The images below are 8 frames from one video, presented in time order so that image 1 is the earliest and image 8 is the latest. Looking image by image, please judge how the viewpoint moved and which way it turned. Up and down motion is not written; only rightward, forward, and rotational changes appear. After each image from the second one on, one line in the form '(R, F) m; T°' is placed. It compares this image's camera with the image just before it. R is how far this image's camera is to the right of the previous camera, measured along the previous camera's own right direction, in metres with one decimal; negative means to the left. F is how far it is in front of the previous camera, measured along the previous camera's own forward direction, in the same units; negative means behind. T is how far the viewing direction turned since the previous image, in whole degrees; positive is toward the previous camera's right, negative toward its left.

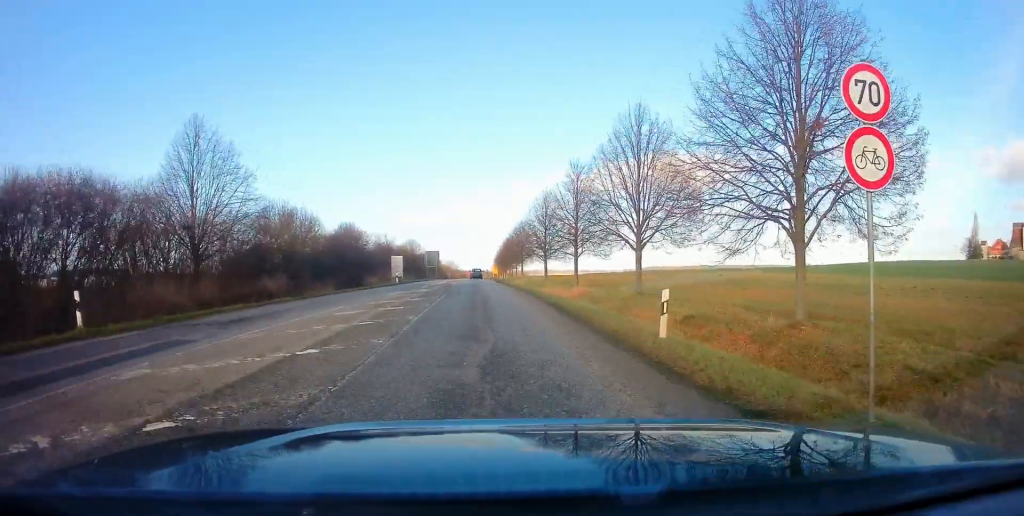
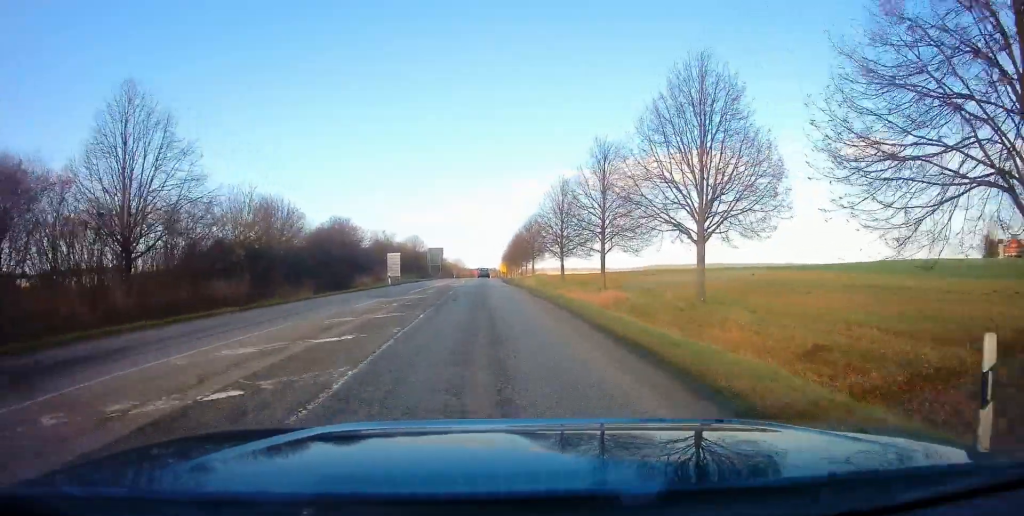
(-0.2, +7.2) m; -1°
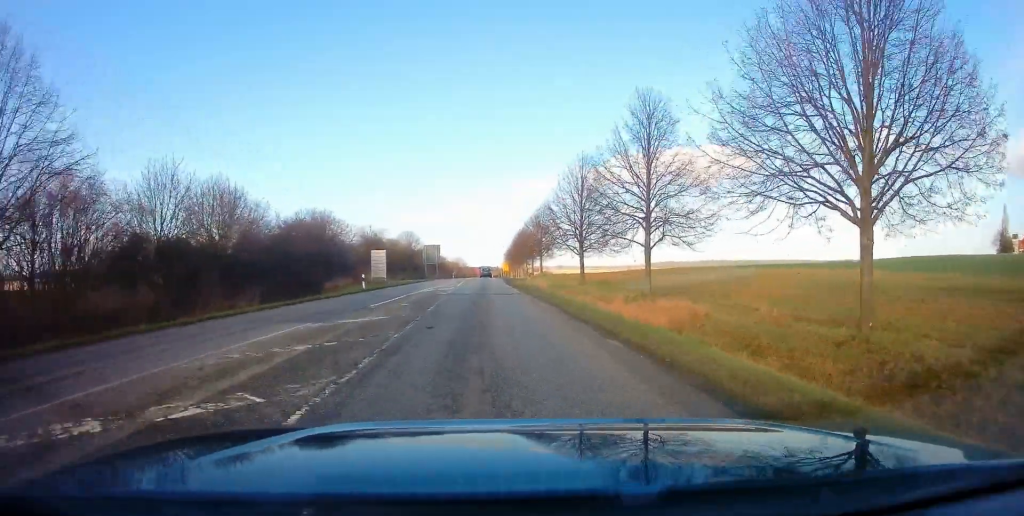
(-0.1, +9.4) m; 0°
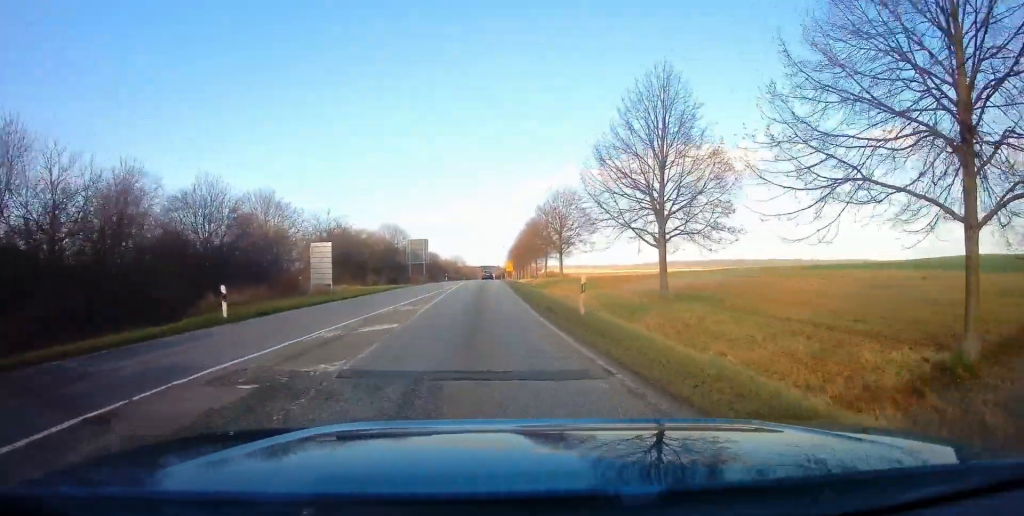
(+0.3, +18.4) m; +1°
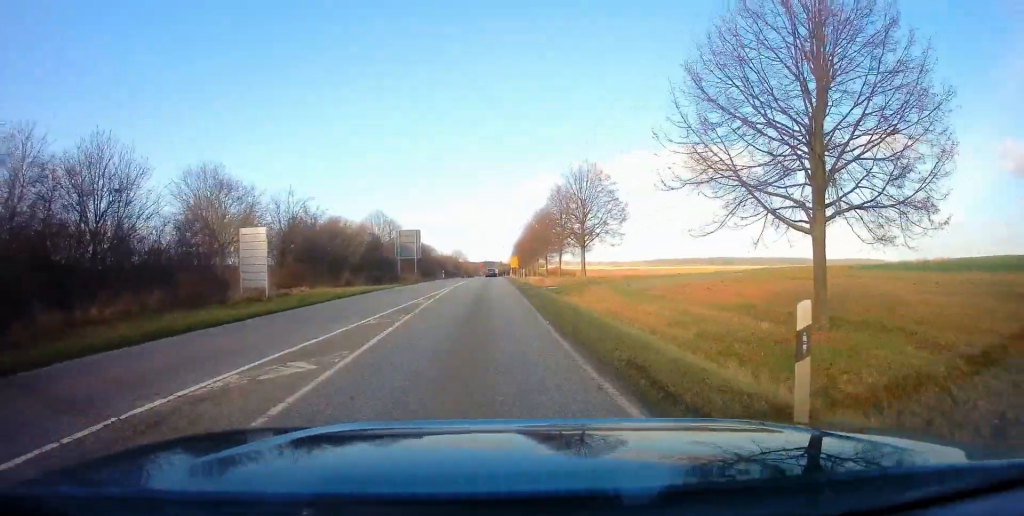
(0.0, +10.6) m; 0°
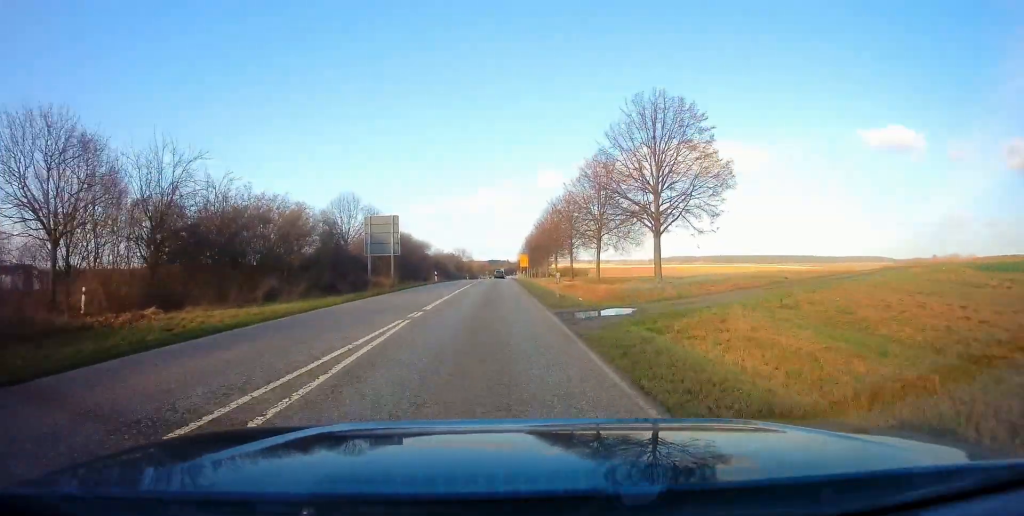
(-0.2, +17.0) m; 0°
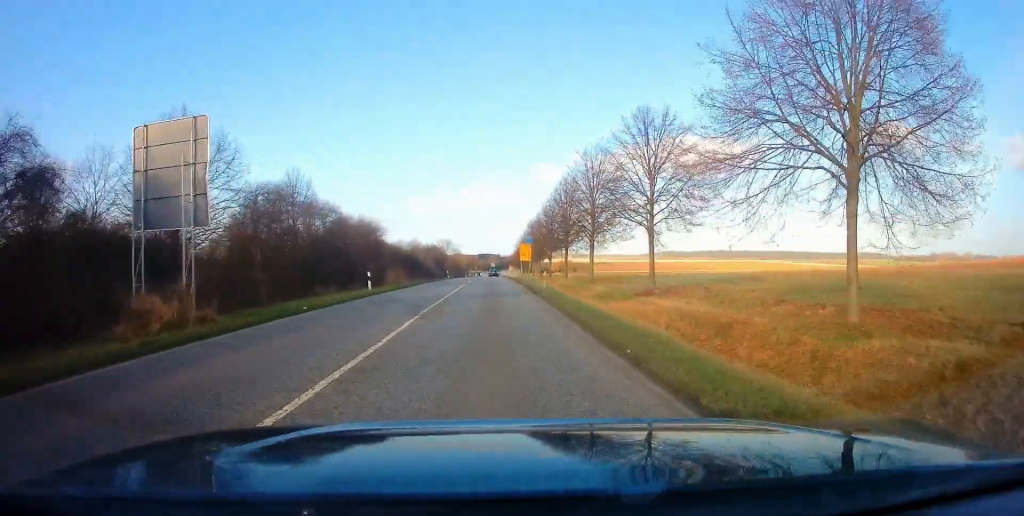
(+0.3, +28.6) m; 0°
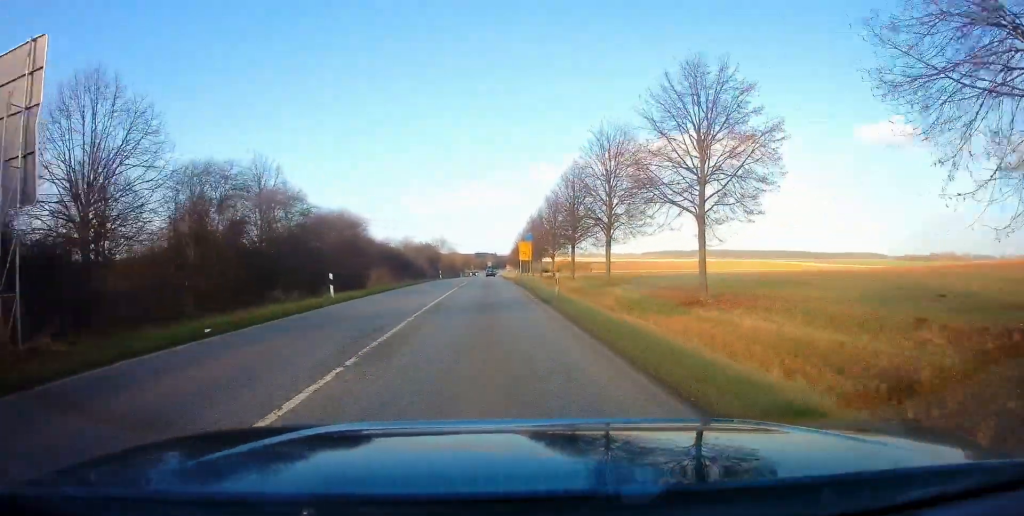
(0.0, +6.5) m; 0°
